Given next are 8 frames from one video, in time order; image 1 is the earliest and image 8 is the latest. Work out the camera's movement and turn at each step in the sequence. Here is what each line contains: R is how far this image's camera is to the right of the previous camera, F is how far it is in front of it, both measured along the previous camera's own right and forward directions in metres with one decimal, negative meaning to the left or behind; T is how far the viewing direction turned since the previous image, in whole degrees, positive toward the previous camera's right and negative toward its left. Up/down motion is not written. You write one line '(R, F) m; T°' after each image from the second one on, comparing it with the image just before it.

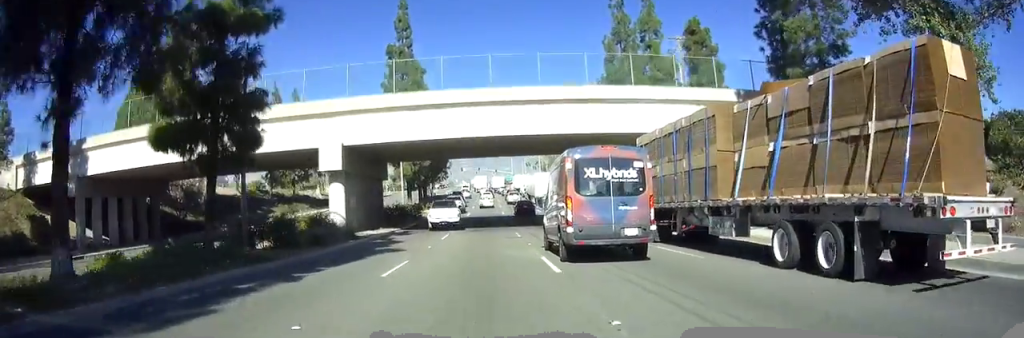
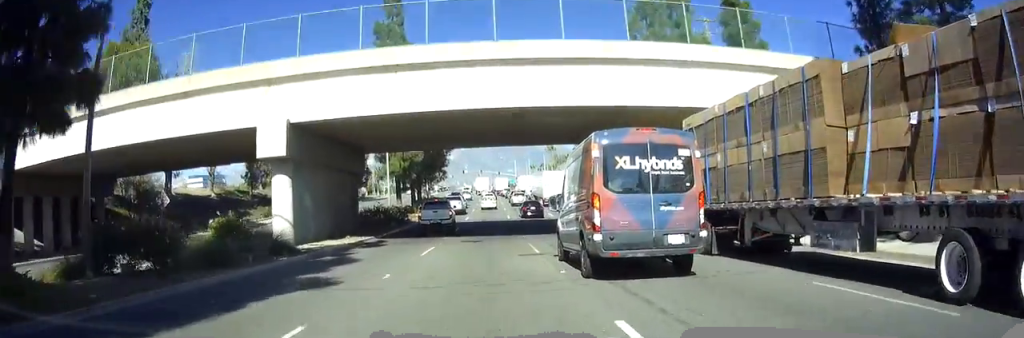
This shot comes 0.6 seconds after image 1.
(0.0, +9.5) m; 0°
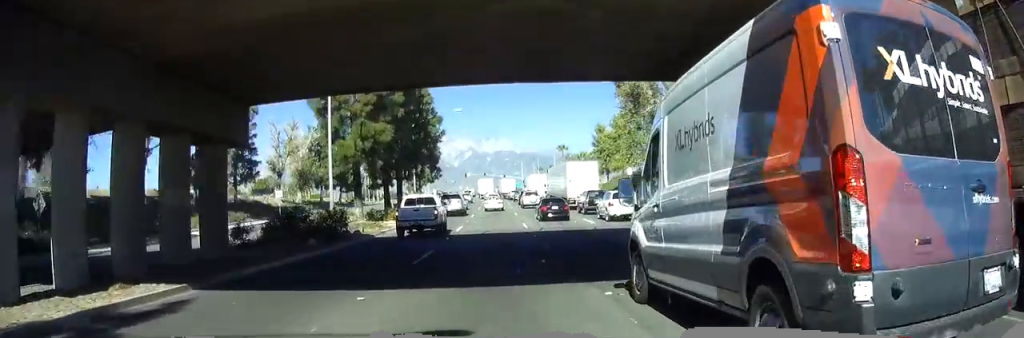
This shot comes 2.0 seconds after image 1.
(-0.1, +19.3) m; 0°
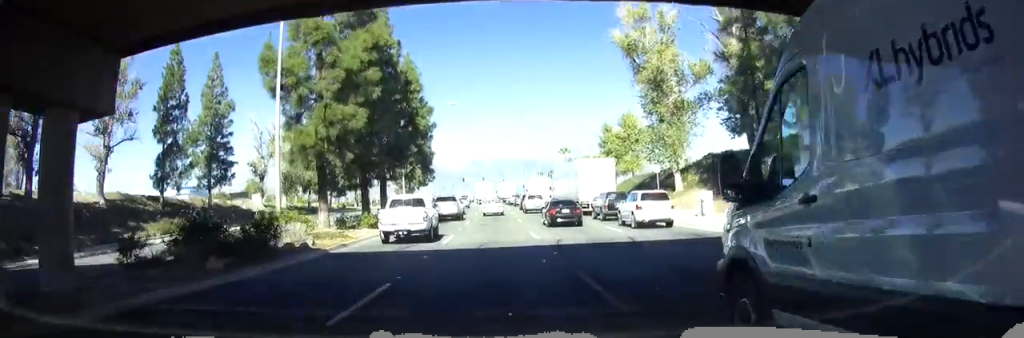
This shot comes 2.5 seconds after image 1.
(0.0, +8.0) m; 0°
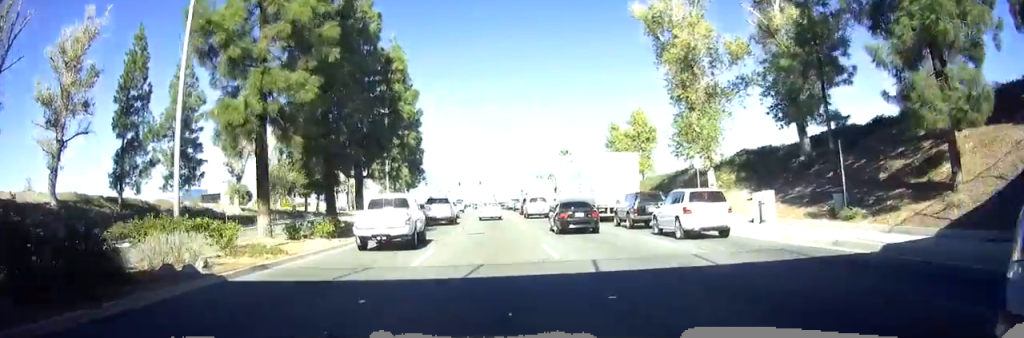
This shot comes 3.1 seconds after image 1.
(0.0, +8.4) m; -1°
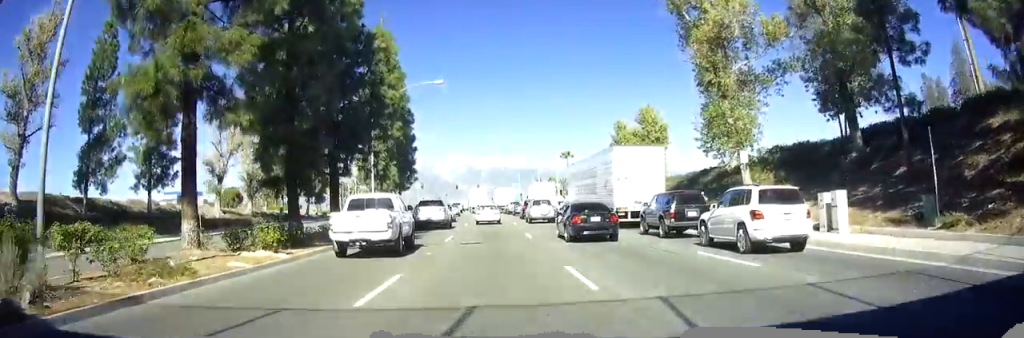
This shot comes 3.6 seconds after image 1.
(0.0, +6.2) m; -1°
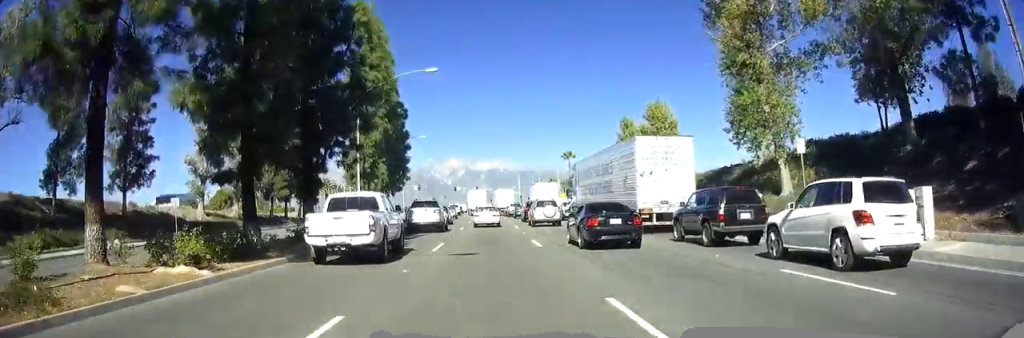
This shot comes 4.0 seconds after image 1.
(-0.1, +5.1) m; -1°
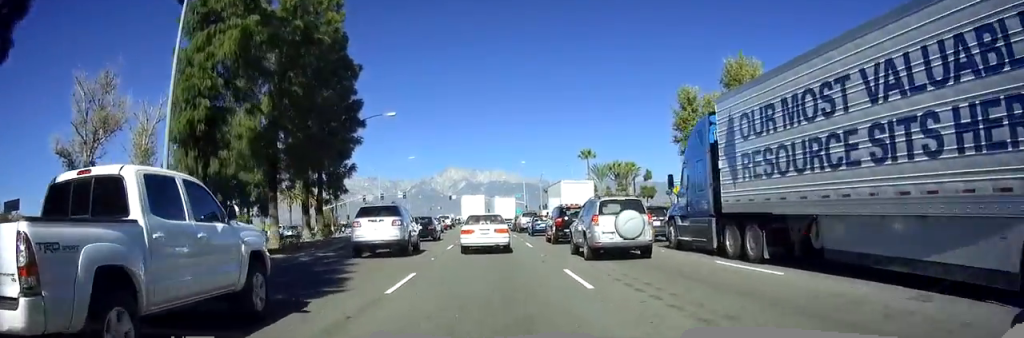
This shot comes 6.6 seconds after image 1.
(-0.7, +27.2) m; -3°
